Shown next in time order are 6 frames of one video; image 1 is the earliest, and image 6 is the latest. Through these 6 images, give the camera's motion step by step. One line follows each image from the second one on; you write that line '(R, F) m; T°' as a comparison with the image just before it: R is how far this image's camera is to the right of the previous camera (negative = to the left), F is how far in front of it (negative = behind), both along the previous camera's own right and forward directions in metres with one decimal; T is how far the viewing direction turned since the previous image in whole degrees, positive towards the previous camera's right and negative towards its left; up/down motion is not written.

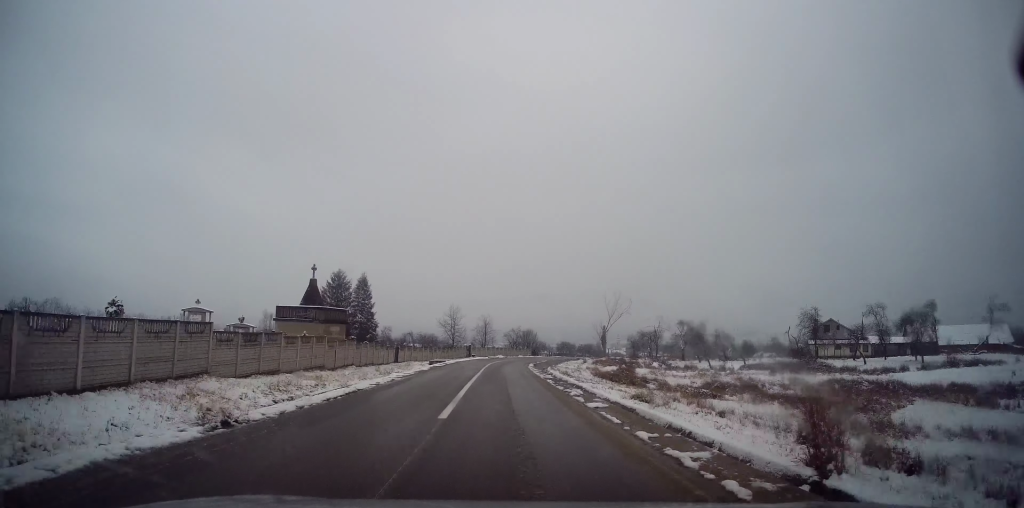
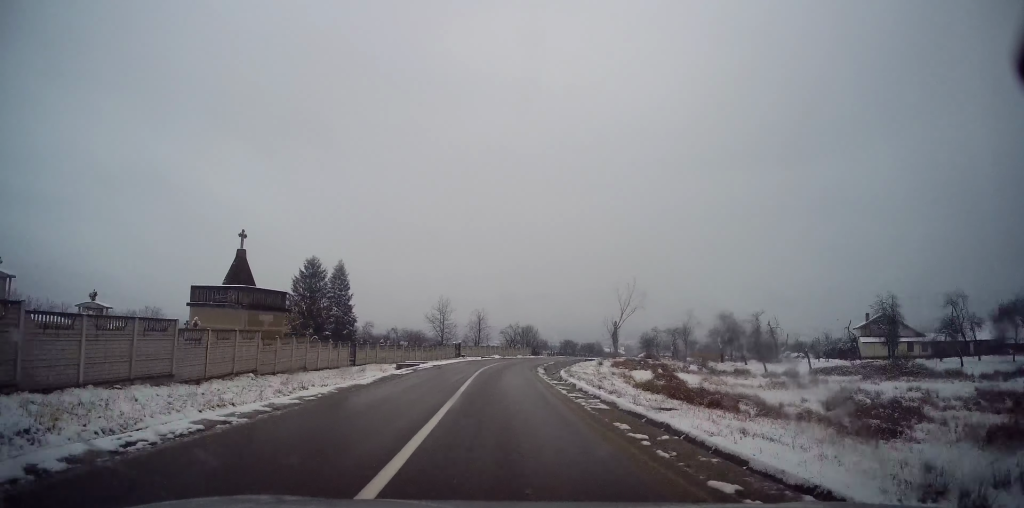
(0.0, +13.2) m; 0°
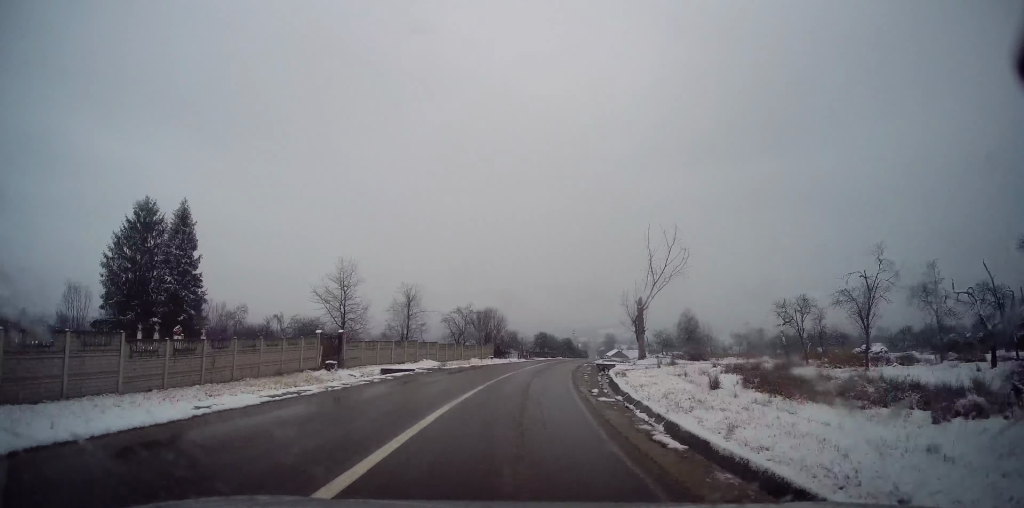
(+1.4, +37.9) m; +6°
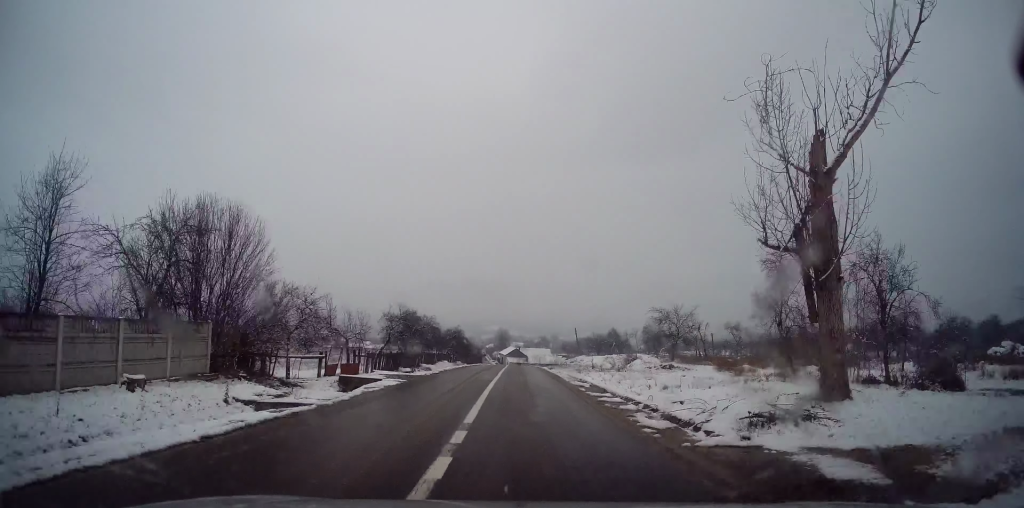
(+4.1, +41.9) m; +10°
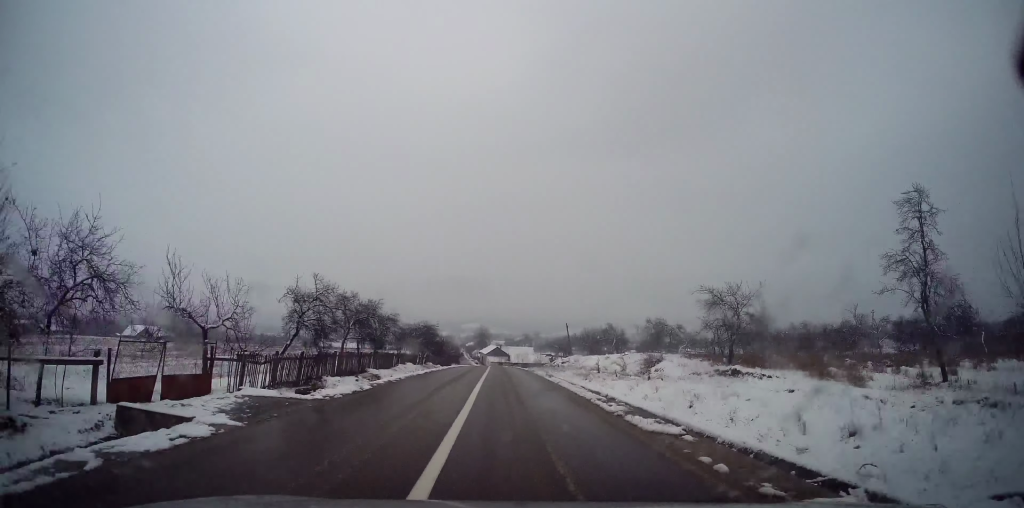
(+0.1, +11.4) m; +2°
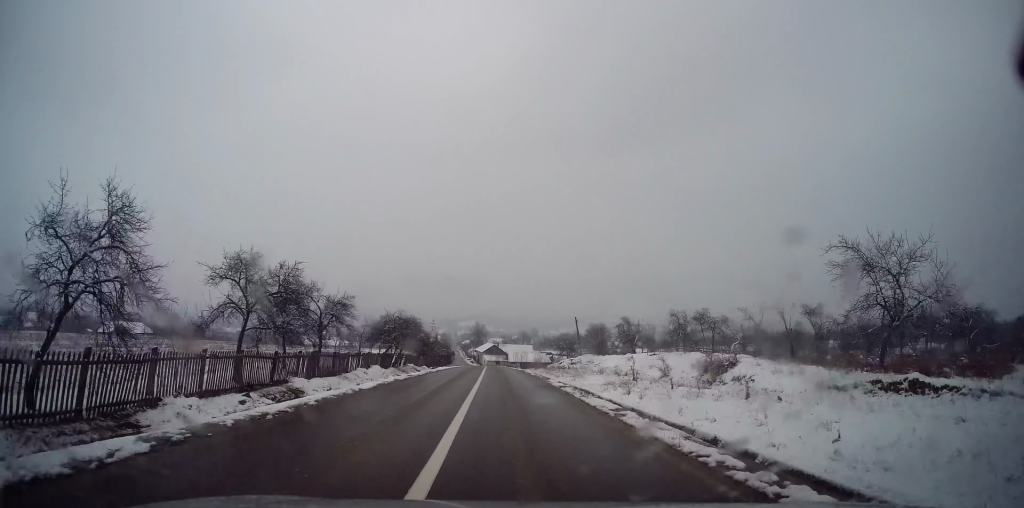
(+0.3, +10.8) m; +1°
